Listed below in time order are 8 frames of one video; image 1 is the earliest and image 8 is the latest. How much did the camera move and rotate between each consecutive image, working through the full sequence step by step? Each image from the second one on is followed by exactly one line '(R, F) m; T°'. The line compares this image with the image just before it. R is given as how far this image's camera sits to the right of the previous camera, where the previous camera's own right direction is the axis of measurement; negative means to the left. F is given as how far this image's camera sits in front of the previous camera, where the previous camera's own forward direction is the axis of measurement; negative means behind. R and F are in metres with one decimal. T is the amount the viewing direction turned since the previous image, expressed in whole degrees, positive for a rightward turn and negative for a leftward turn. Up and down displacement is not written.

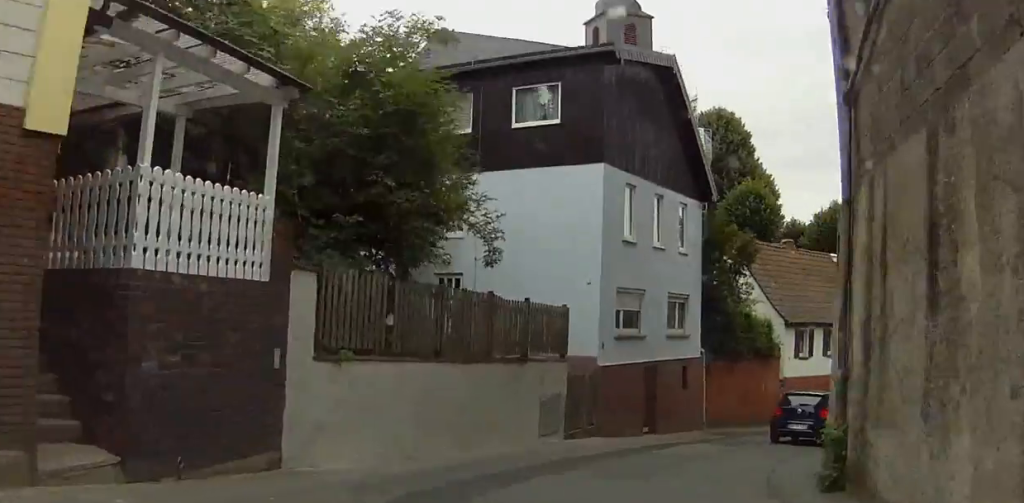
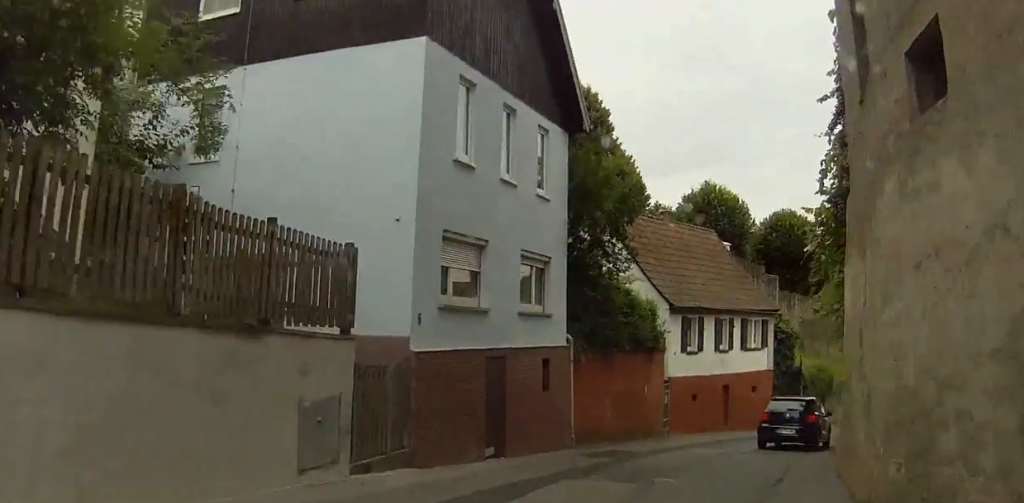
(+0.4, +9.1) m; +6°
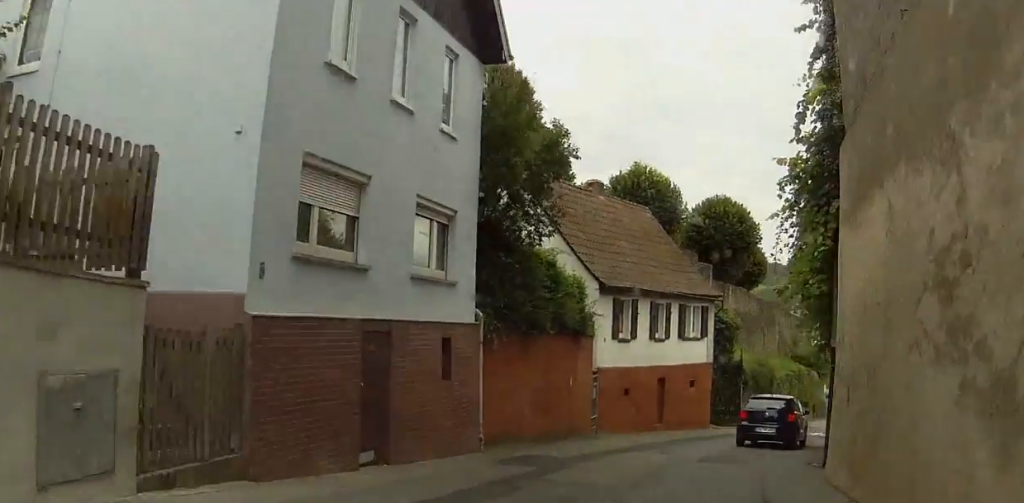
(+0.2, +4.3) m; +3°
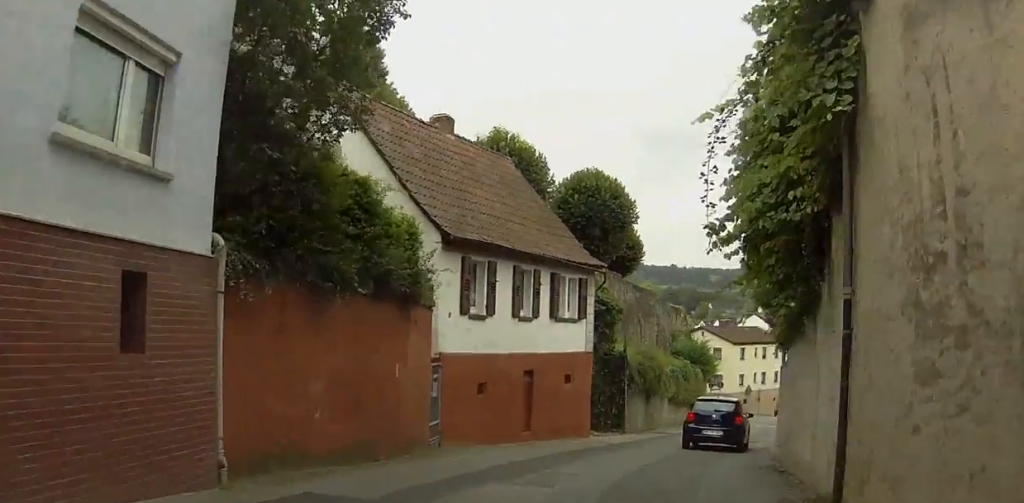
(+0.3, +7.4) m; +6°
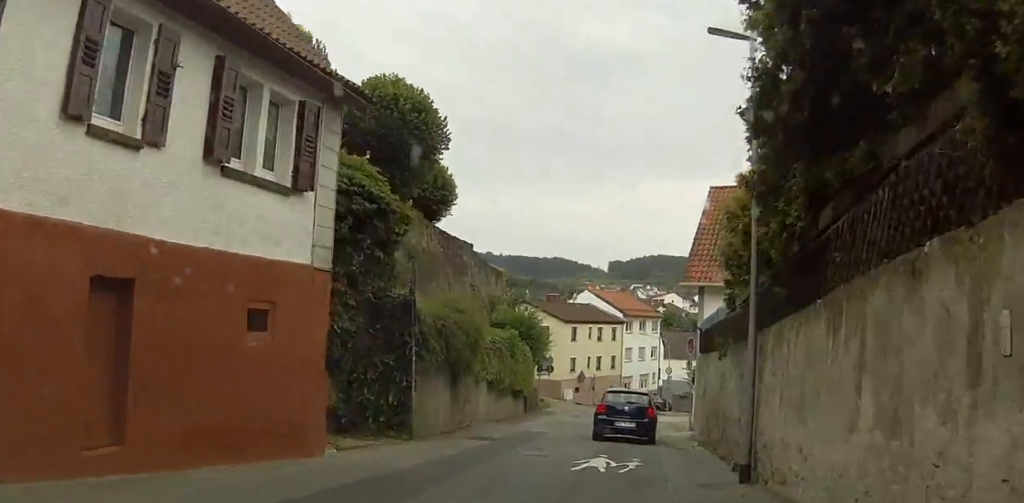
(+1.9, +13.9) m; +18°
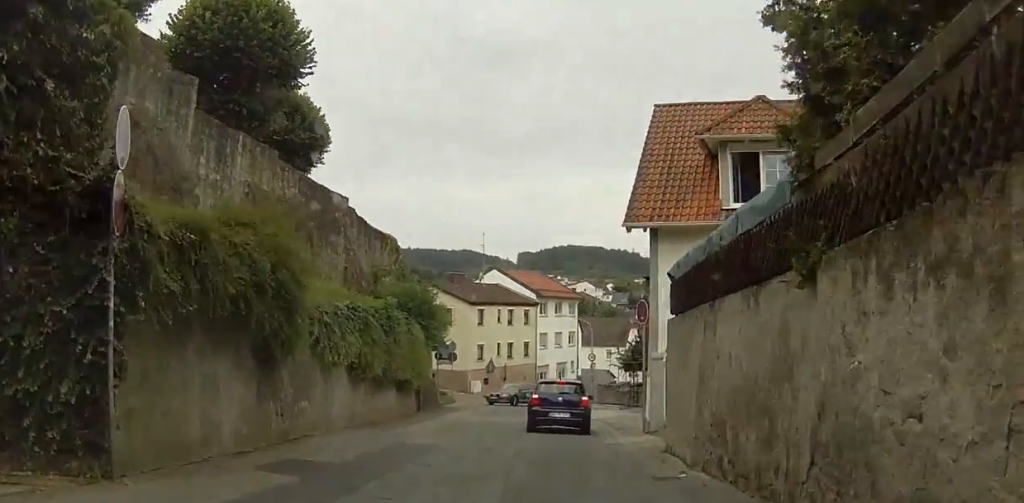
(+0.9, +9.8) m; +10°
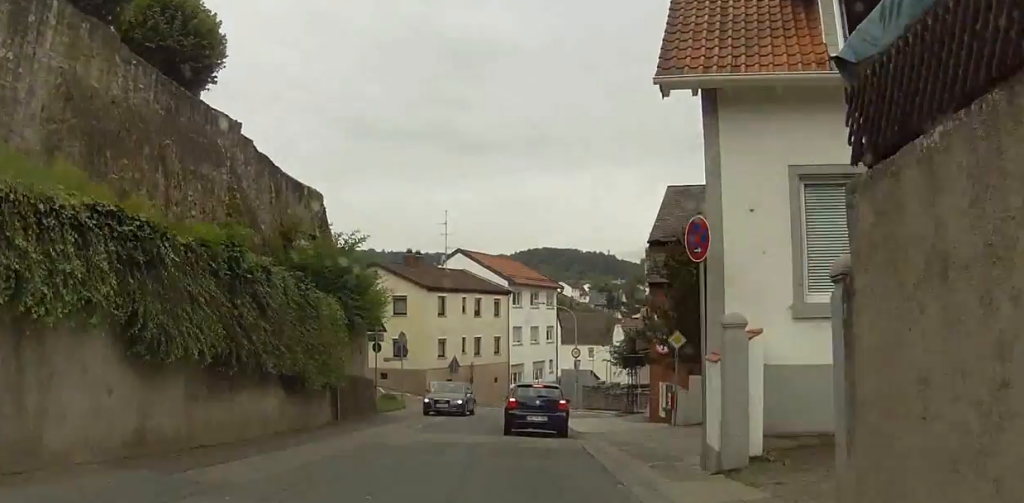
(+0.9, +11.7) m; +5°
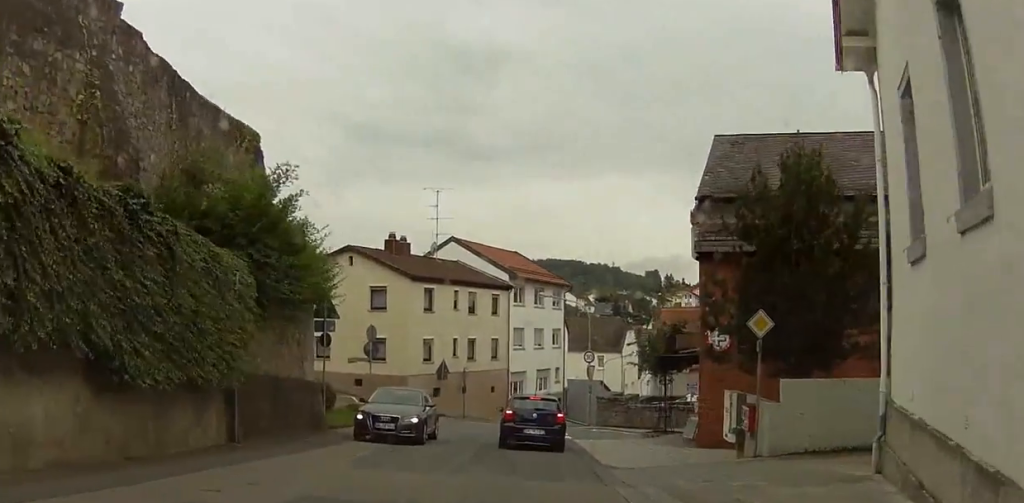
(0.0, +10.4) m; +1°
